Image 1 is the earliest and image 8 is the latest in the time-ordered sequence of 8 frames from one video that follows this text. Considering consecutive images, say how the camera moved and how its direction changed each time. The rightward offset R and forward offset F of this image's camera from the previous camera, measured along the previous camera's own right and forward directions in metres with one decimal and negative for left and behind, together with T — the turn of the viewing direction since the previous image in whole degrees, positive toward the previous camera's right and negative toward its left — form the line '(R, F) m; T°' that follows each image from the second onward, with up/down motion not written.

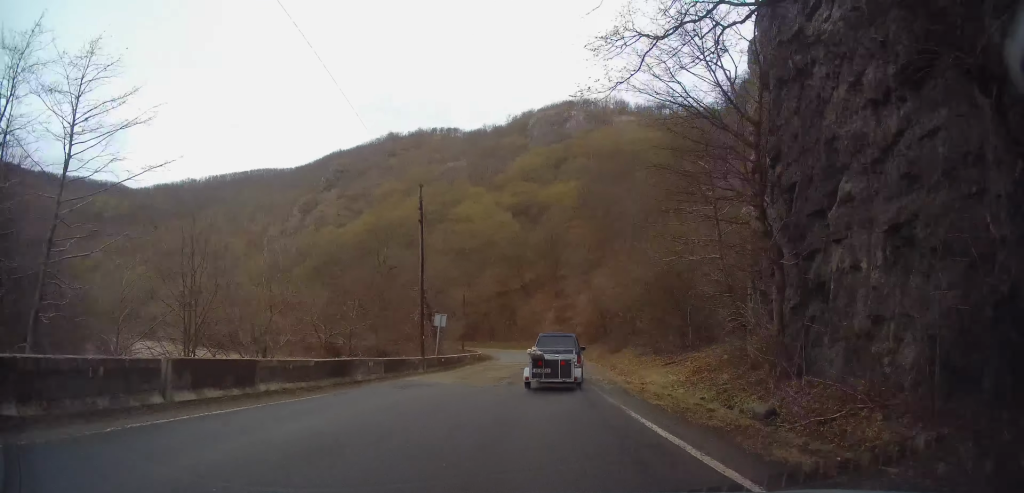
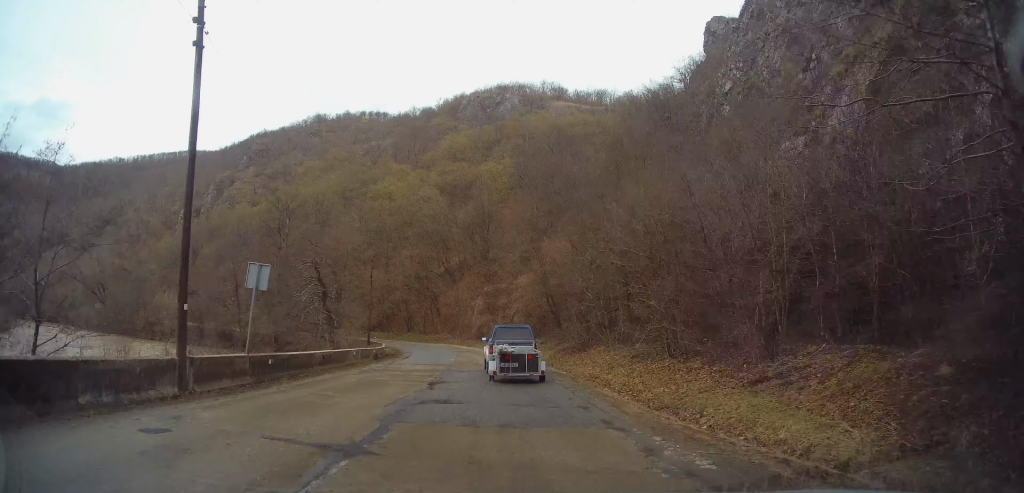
(+0.5, +16.4) m; +4°
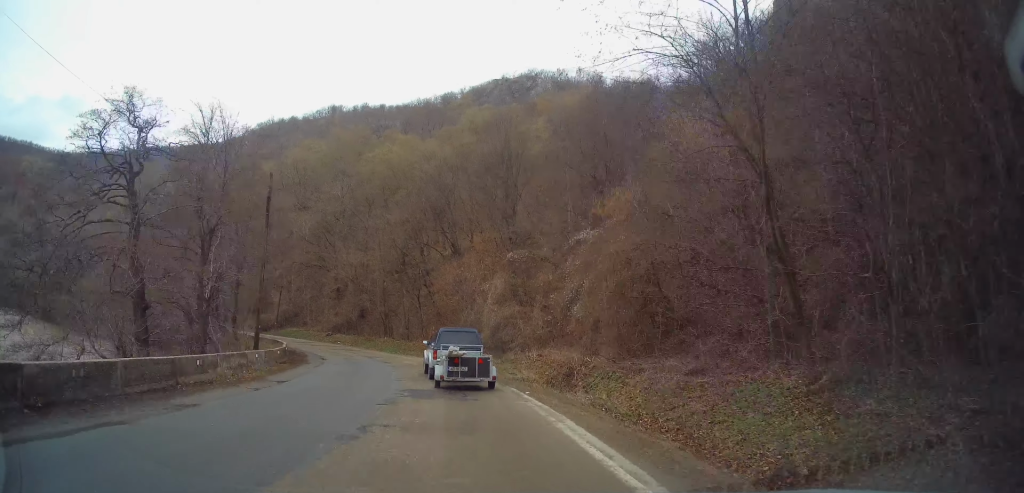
(+0.1, +32.0) m; -3°
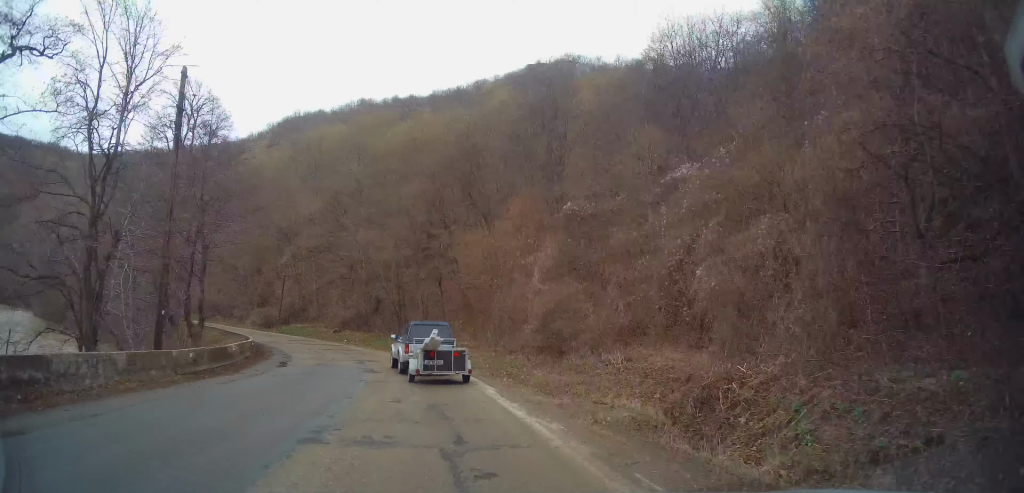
(-0.1, +11.3) m; -6°
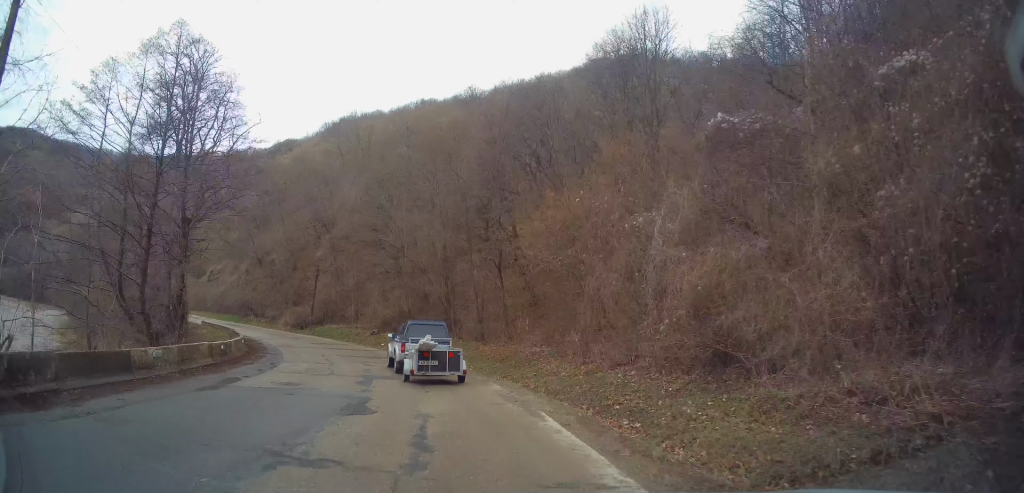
(-1.0, +9.6) m; -7°
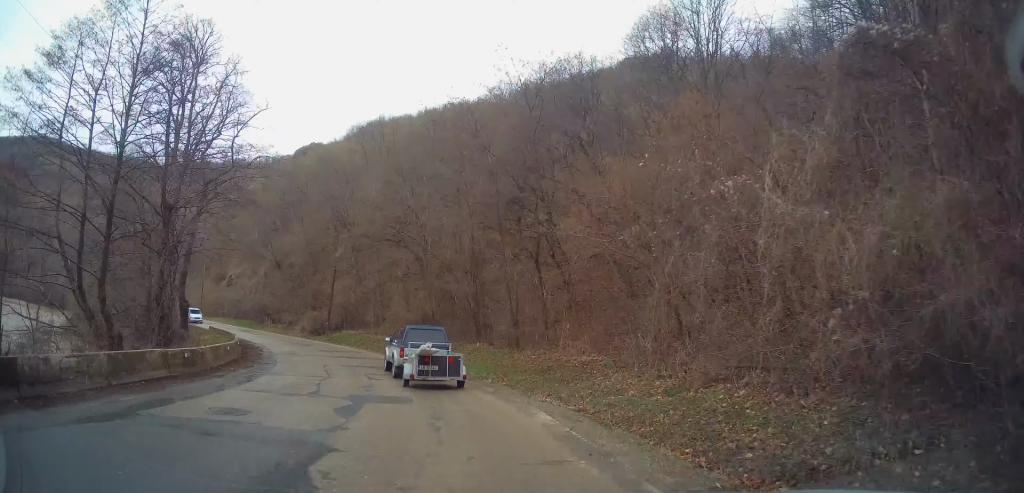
(-0.1, +4.6) m; -3°
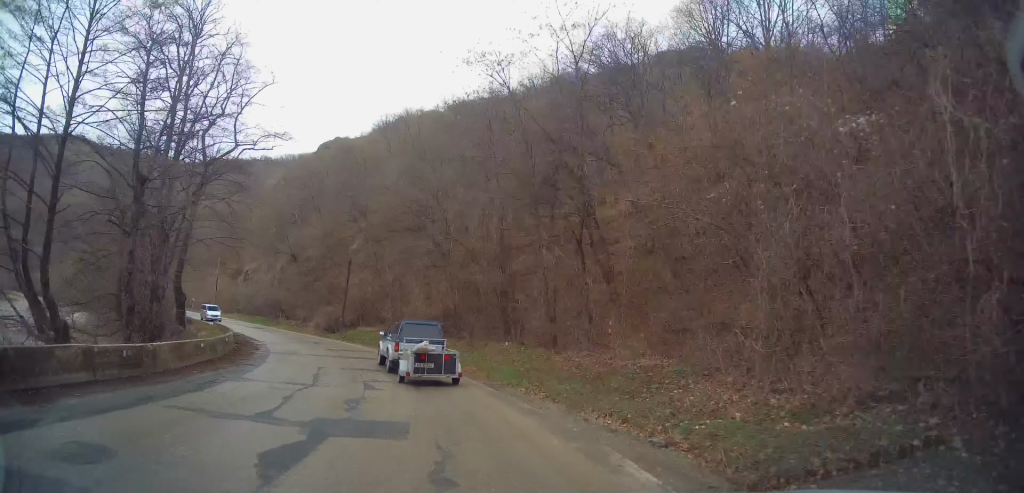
(+0.1, +4.2) m; -3°
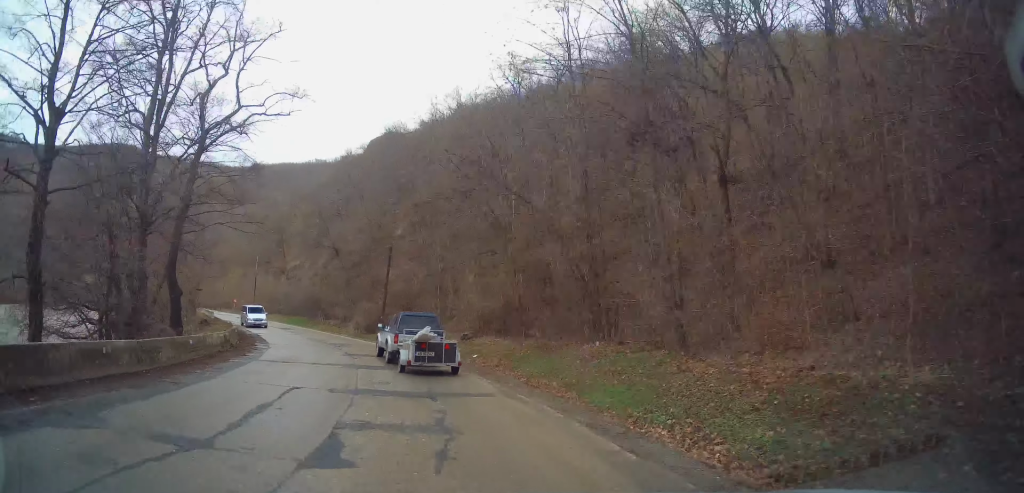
(-0.4, +8.1) m; -6°
